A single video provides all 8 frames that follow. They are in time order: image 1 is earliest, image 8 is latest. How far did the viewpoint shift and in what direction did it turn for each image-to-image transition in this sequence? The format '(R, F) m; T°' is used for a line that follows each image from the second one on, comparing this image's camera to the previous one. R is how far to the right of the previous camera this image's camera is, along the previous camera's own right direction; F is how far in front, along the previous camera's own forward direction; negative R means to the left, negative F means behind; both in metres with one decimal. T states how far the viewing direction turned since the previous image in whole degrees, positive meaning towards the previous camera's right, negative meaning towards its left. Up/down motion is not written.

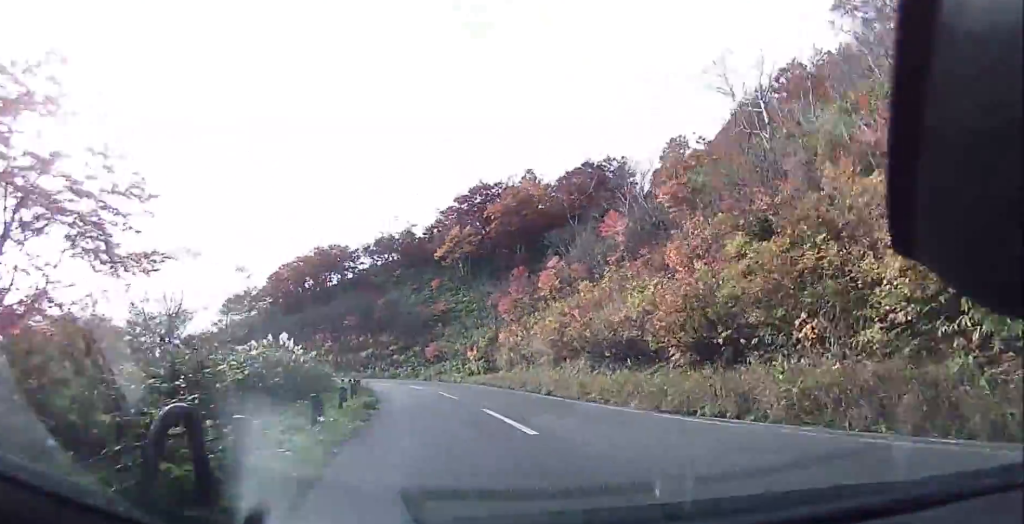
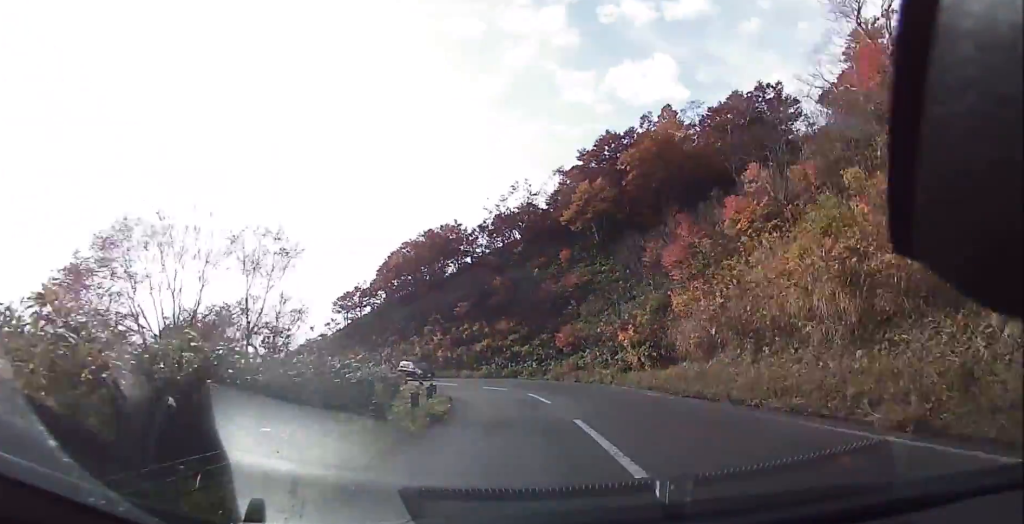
(-1.5, +12.8) m; -8°
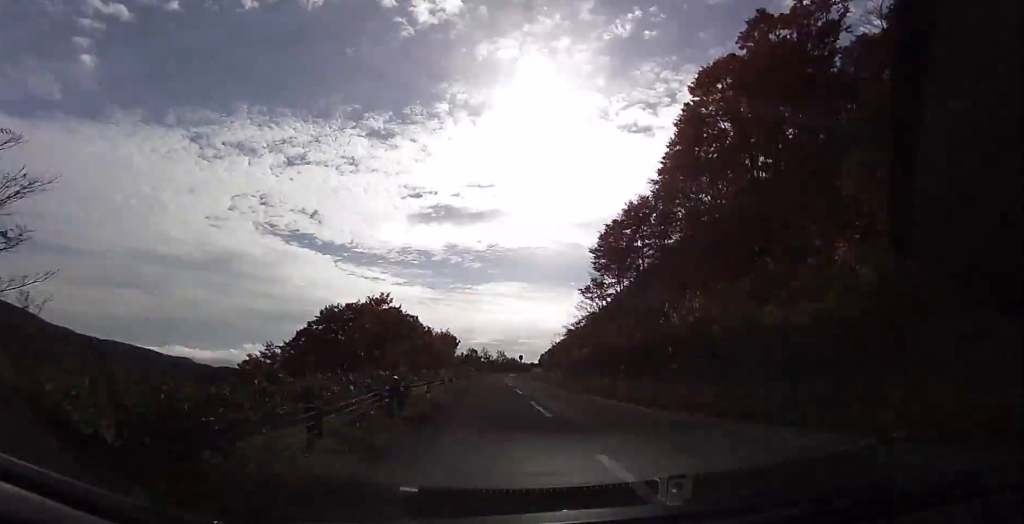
(-10.7, +36.6) m; -51°
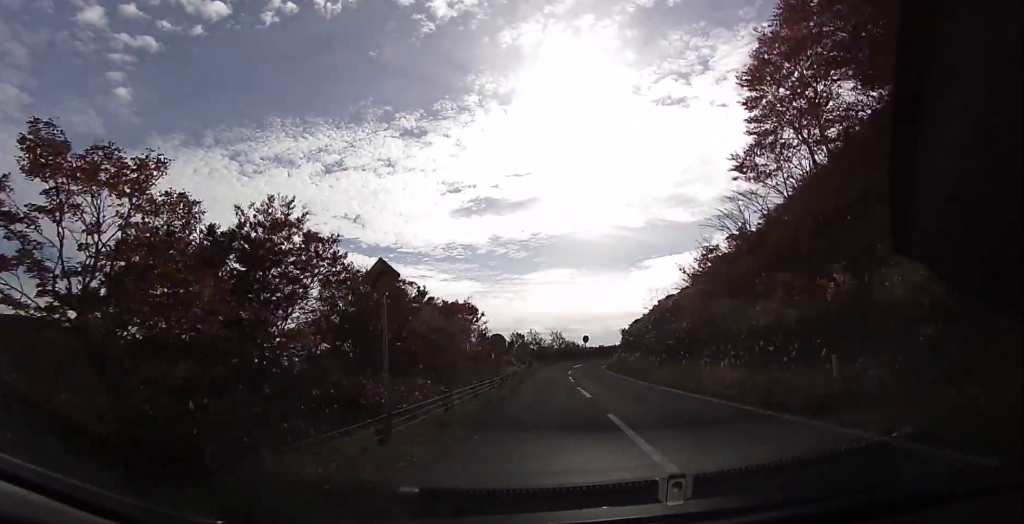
(-7.9, +25.0) m; -19°
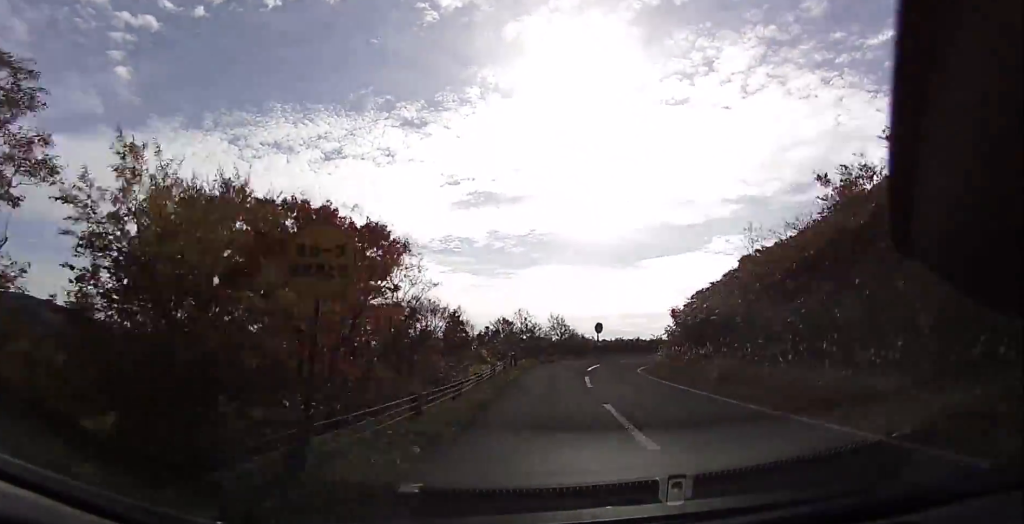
(+0.1, +16.3) m; +5°
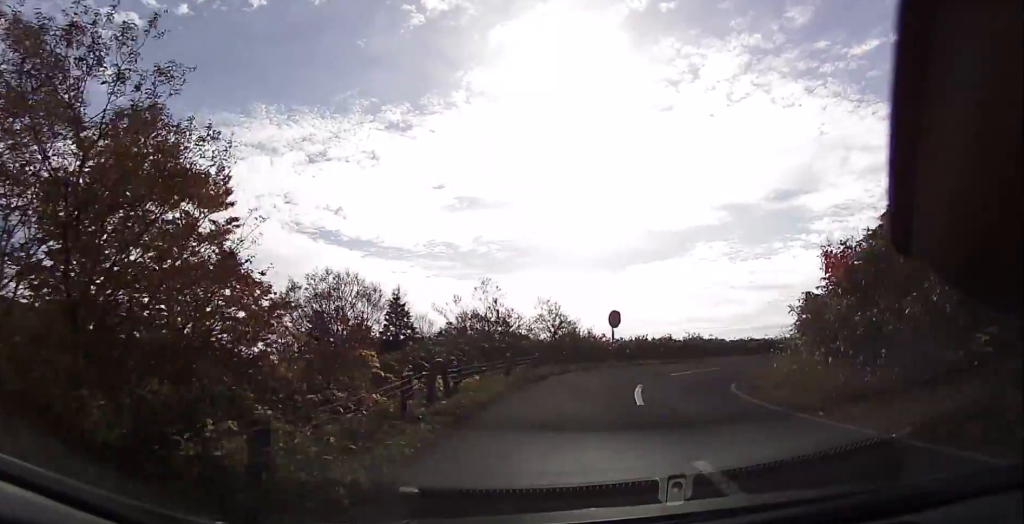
(+0.9, +14.3) m; +6°
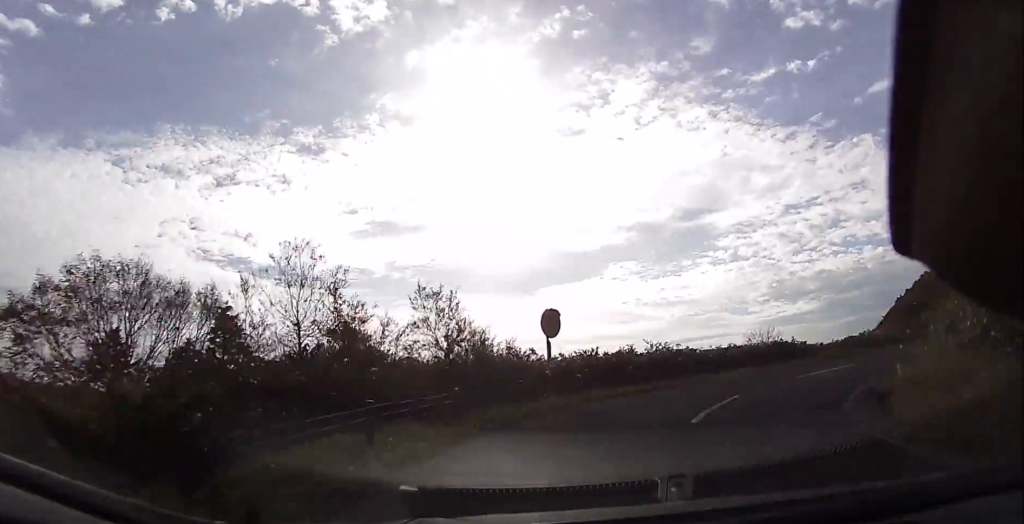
(+0.8, +11.1) m; +4°
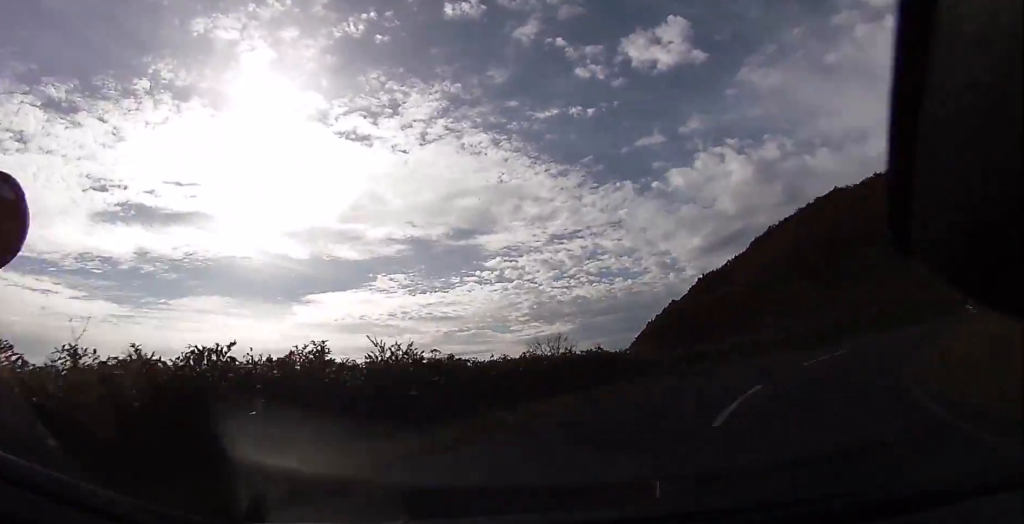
(0.0, +13.2) m; +19°
